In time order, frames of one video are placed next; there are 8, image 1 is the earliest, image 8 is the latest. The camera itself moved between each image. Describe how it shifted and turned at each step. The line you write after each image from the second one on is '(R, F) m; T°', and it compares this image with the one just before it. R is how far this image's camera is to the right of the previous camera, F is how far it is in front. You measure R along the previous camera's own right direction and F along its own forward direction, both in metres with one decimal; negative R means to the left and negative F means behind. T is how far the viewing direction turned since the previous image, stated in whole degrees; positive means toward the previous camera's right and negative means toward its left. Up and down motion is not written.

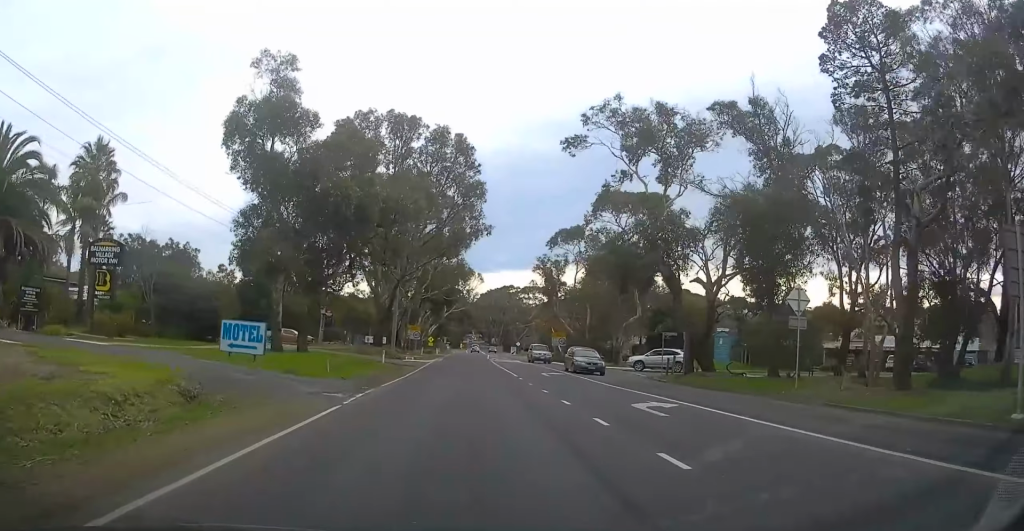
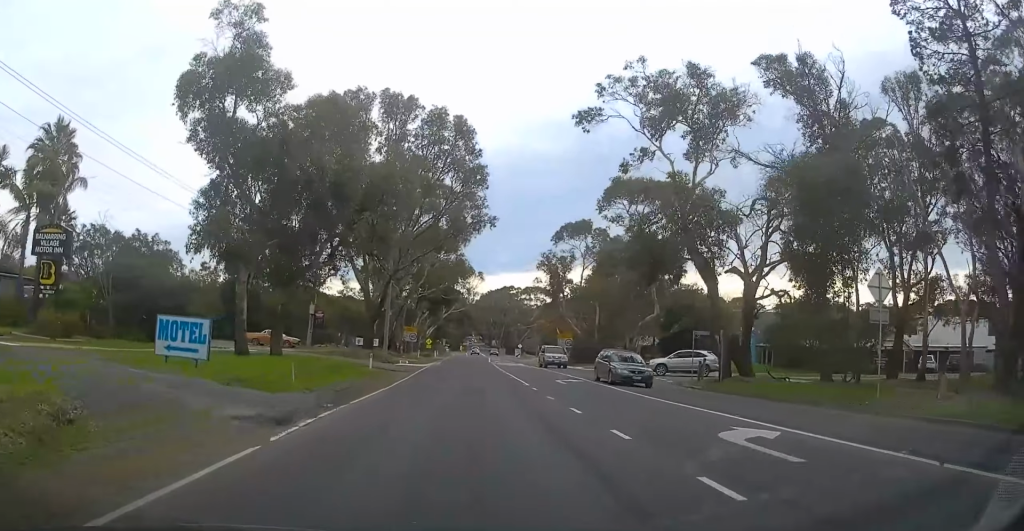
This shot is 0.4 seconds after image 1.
(0.0, +5.5) m; 0°
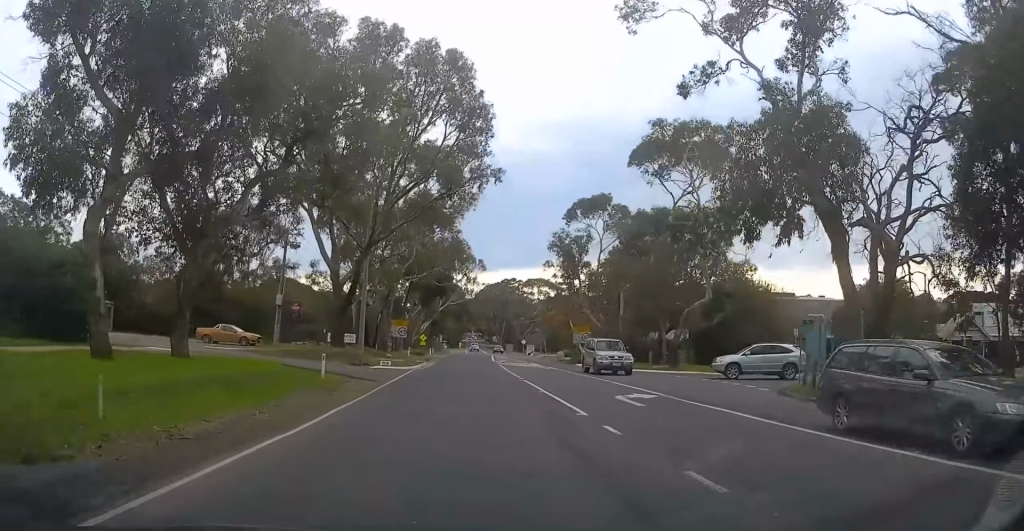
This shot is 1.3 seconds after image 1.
(0.0, +11.6) m; 0°
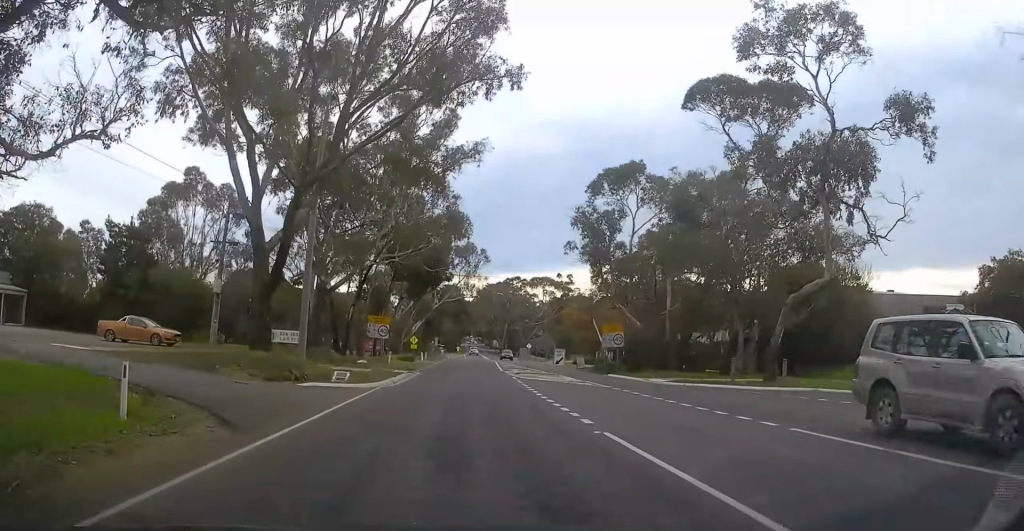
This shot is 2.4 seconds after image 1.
(0.0, +14.2) m; 0°
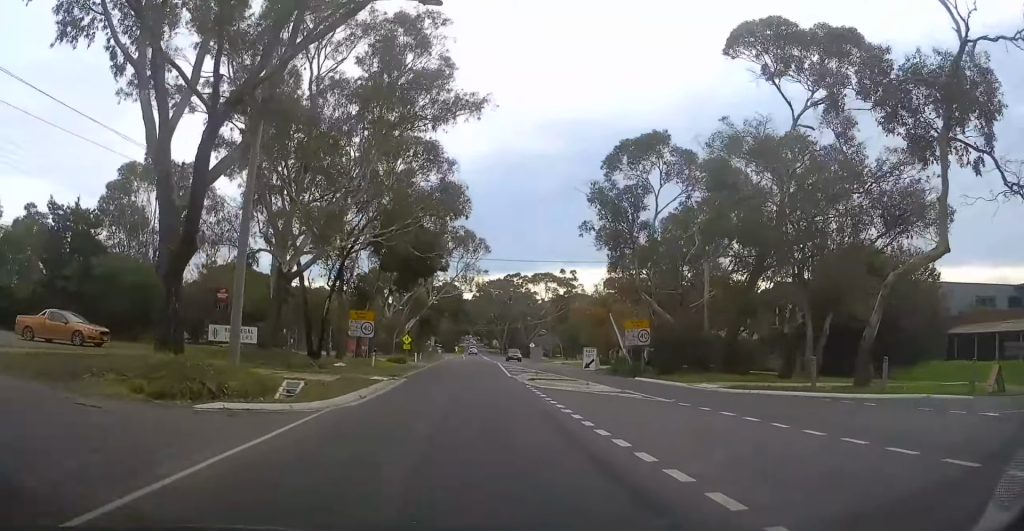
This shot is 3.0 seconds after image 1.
(0.0, +8.1) m; 0°
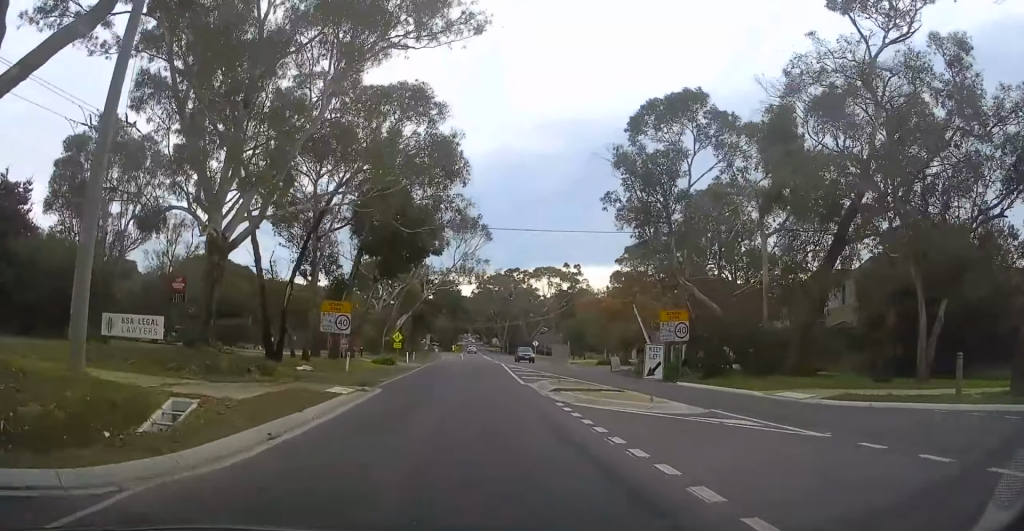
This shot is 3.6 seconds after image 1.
(0.0, +7.8) m; +1°
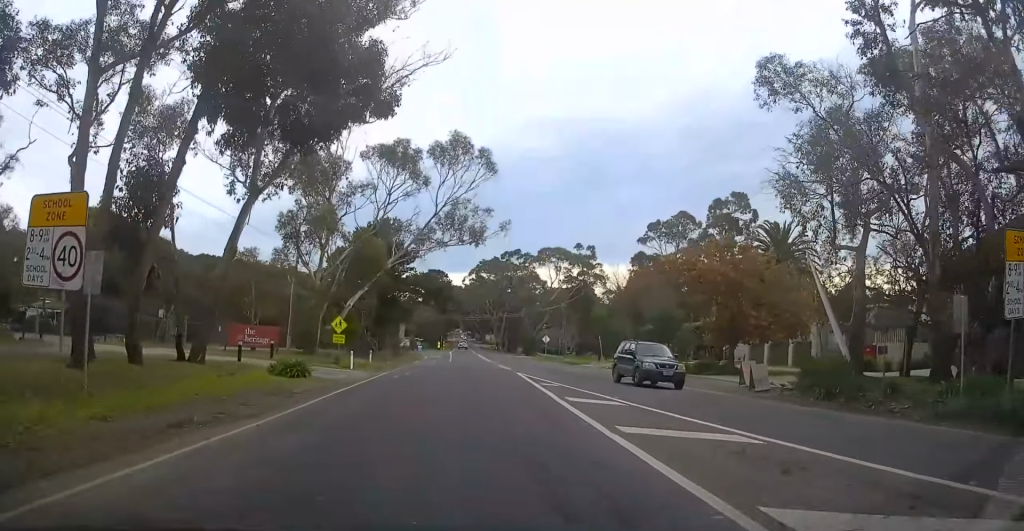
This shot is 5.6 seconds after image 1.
(0.0, +24.9) m; 0°
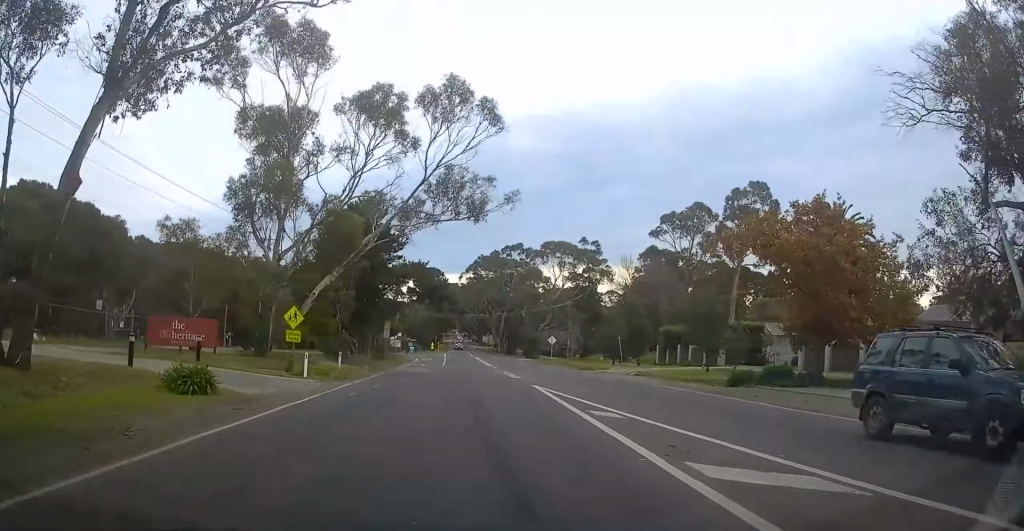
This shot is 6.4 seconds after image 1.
(+0.2, +8.9) m; +1°
